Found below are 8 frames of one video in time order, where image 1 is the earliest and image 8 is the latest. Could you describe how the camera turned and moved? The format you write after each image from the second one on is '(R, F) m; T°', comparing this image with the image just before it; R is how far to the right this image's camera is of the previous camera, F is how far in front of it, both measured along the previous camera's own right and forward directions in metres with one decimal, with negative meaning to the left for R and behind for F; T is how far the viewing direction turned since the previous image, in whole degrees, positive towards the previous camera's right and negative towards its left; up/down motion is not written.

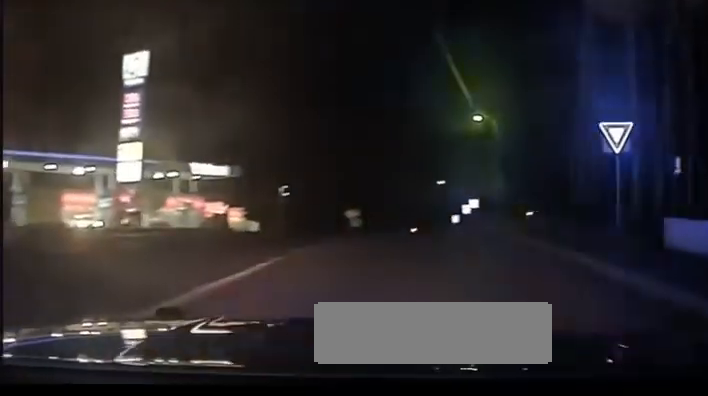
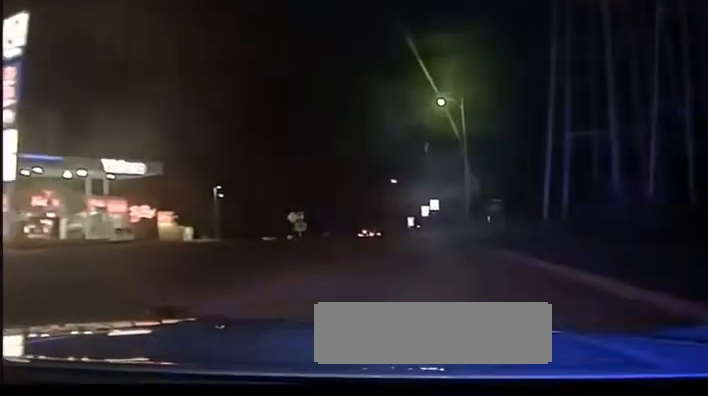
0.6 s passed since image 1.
(+1.2, +9.1) m; +8°
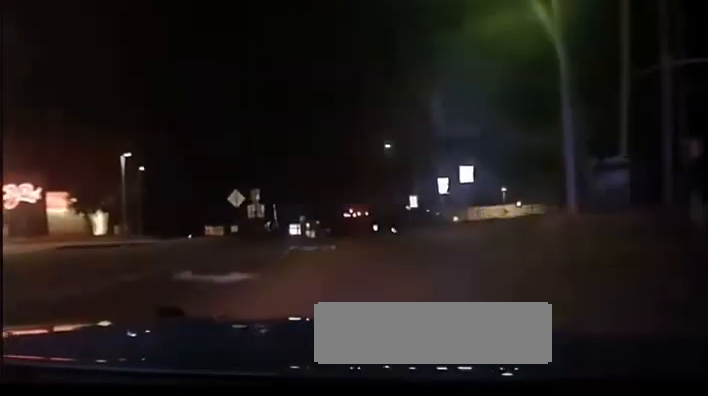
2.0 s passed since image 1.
(+0.5, +23.4) m; +1°
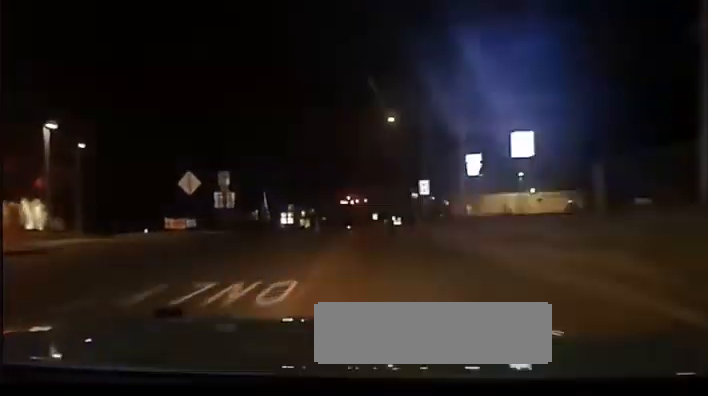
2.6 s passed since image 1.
(+0.1, +11.9) m; -1°
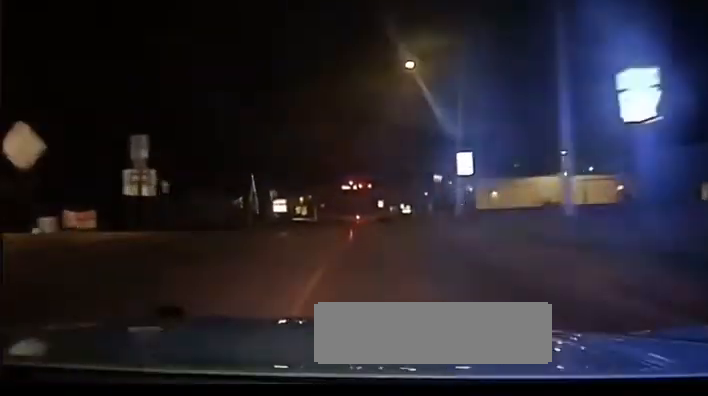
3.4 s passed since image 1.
(-0.4, +18.1) m; 0°
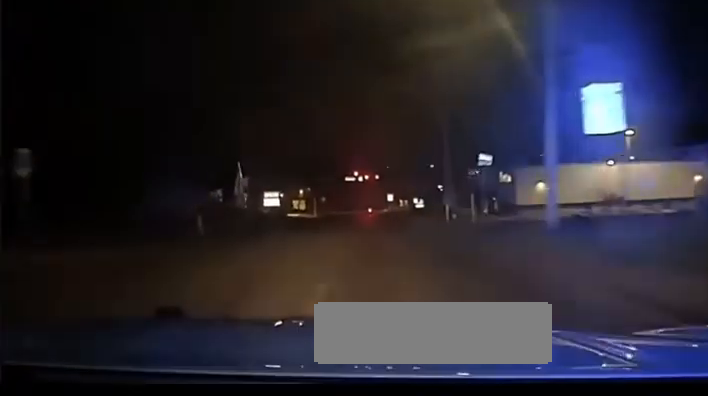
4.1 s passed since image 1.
(+0.1, +17.4) m; 0°
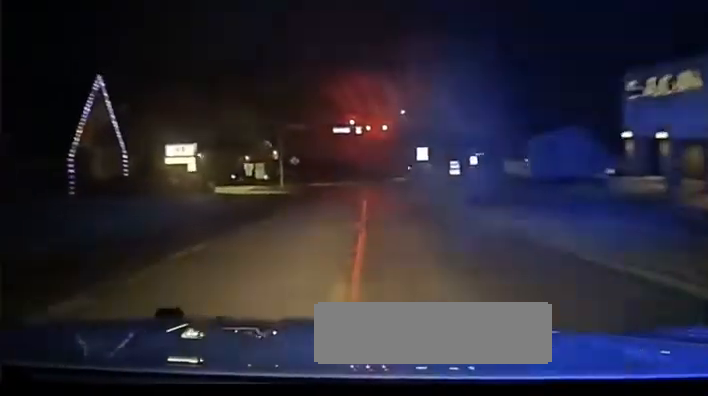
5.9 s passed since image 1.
(+0.1, +52.5) m; -1°
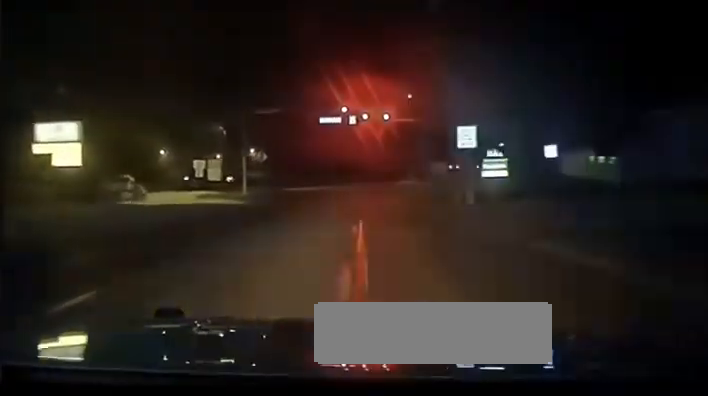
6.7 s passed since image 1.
(-0.3, +23.3) m; 0°
